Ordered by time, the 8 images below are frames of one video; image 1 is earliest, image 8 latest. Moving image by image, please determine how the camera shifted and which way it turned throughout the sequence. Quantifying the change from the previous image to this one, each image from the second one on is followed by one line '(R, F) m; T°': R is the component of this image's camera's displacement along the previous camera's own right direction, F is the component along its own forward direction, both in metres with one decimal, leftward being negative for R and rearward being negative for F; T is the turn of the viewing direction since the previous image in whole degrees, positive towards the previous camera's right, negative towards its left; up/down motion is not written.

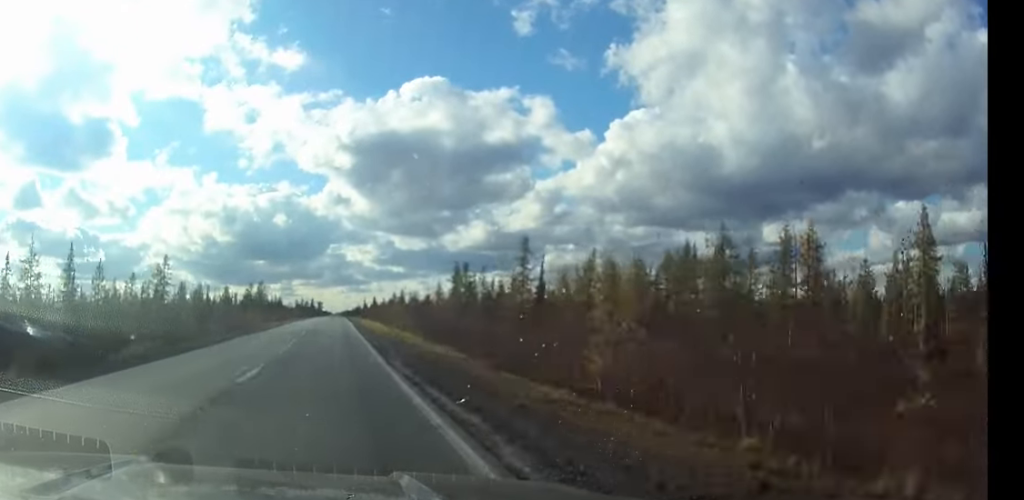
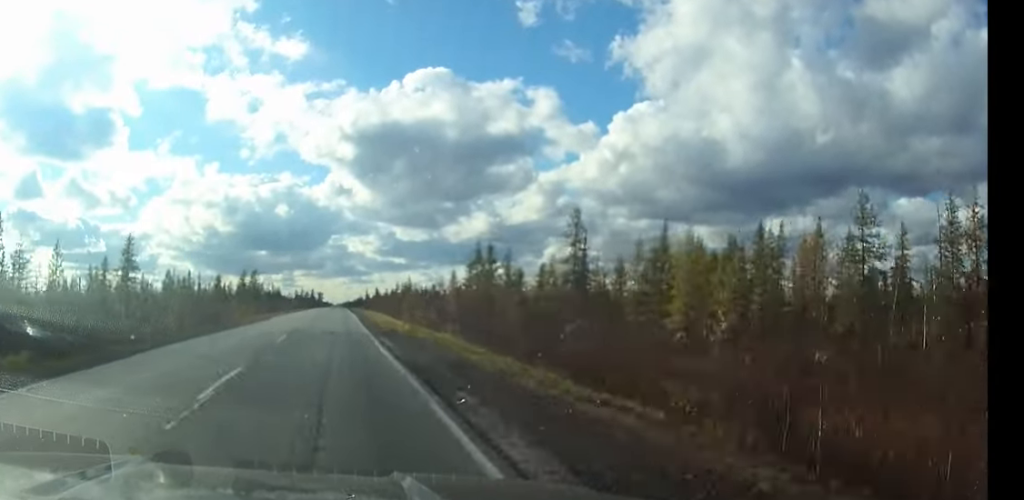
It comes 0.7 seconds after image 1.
(0.0, +15.5) m; 0°
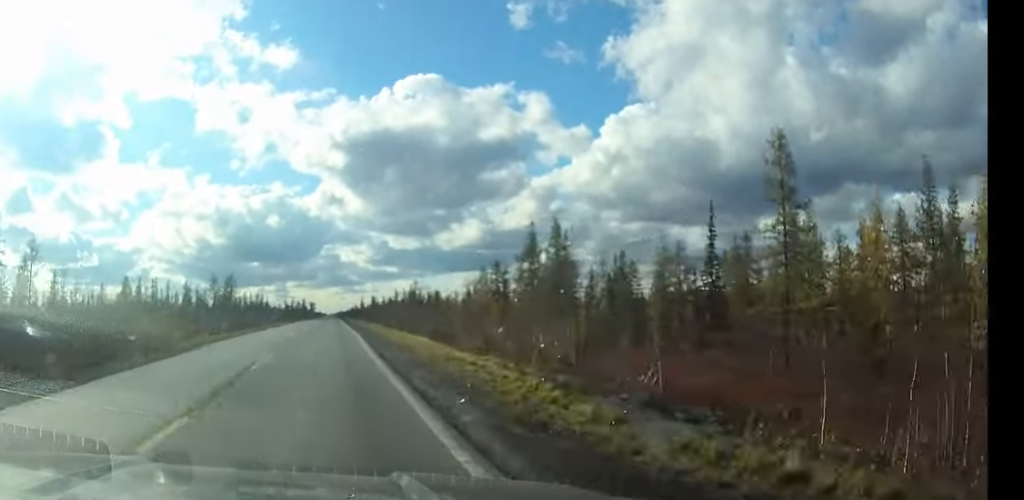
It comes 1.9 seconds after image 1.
(+0.1, +27.3) m; 0°
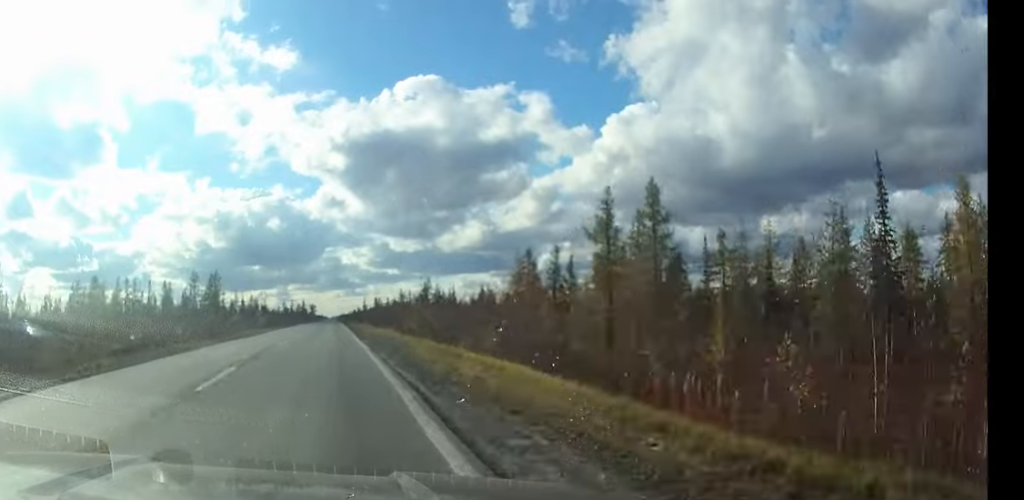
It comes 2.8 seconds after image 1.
(0.0, +18.3) m; 0°
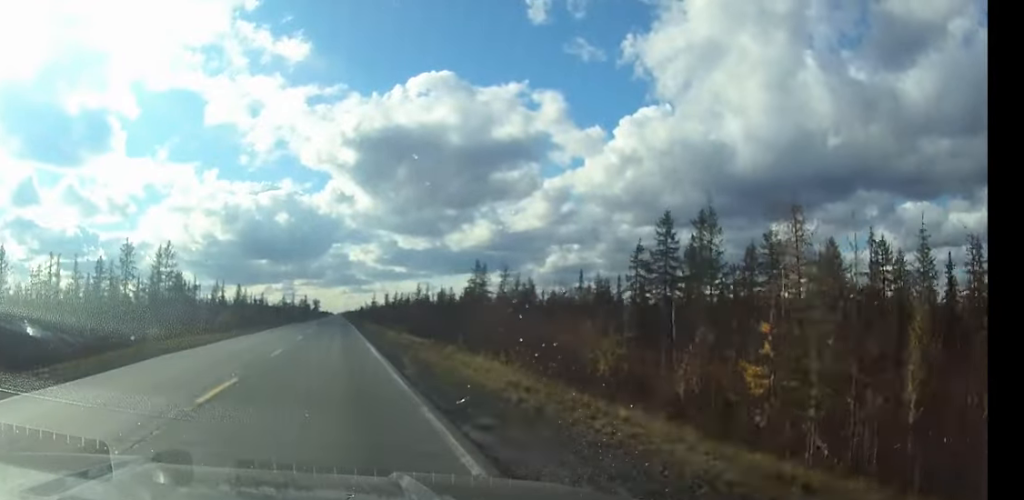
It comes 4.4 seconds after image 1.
(-0.1, +37.7) m; 0°
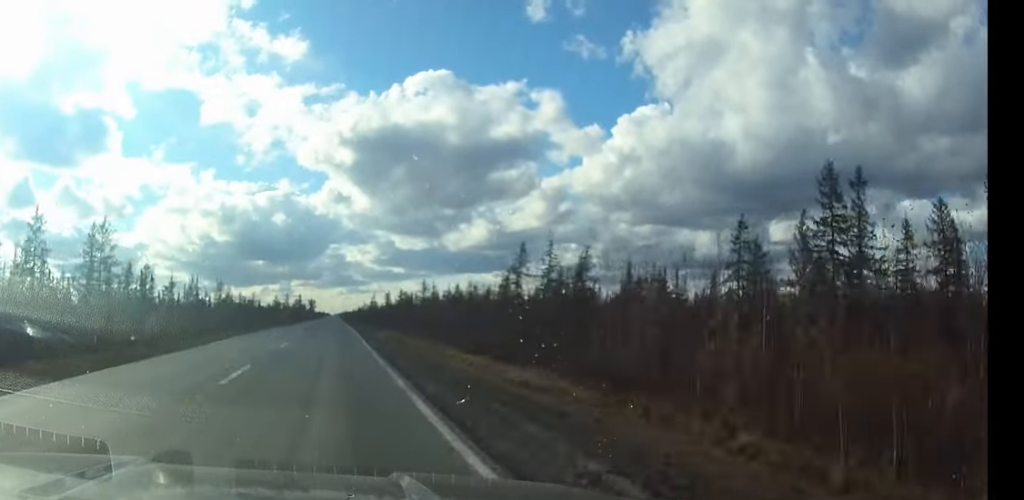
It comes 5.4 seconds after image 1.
(0.0, +21.9) m; 0°
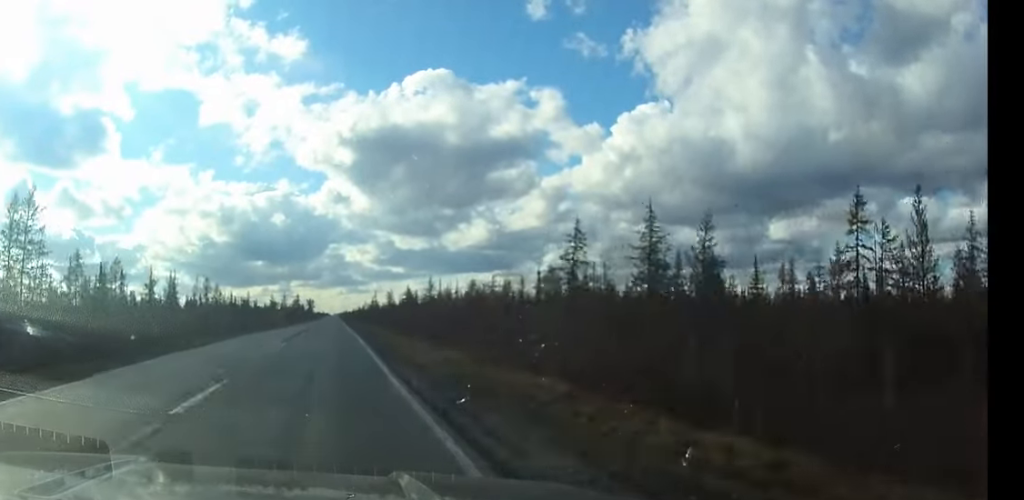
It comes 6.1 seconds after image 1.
(0.0, +15.5) m; 0°
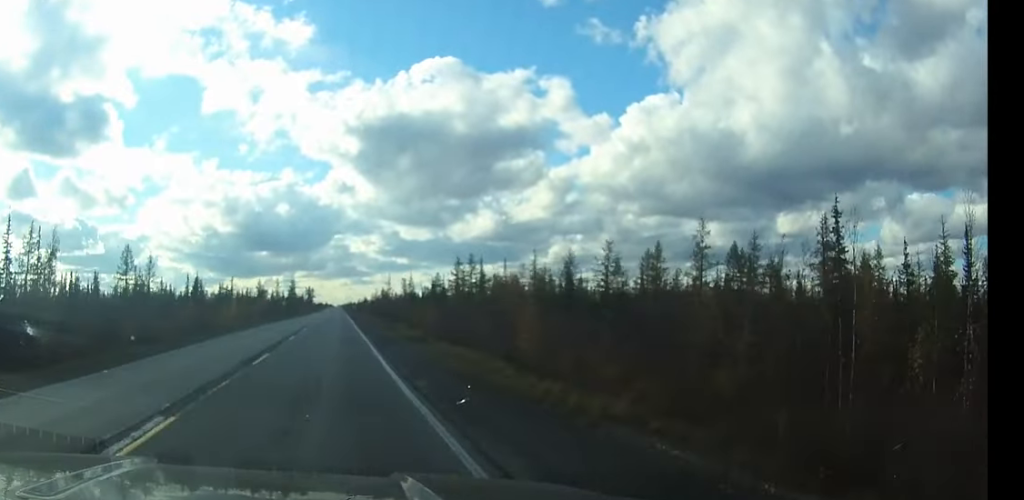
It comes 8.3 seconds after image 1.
(-0.1, +52.0) m; 0°
